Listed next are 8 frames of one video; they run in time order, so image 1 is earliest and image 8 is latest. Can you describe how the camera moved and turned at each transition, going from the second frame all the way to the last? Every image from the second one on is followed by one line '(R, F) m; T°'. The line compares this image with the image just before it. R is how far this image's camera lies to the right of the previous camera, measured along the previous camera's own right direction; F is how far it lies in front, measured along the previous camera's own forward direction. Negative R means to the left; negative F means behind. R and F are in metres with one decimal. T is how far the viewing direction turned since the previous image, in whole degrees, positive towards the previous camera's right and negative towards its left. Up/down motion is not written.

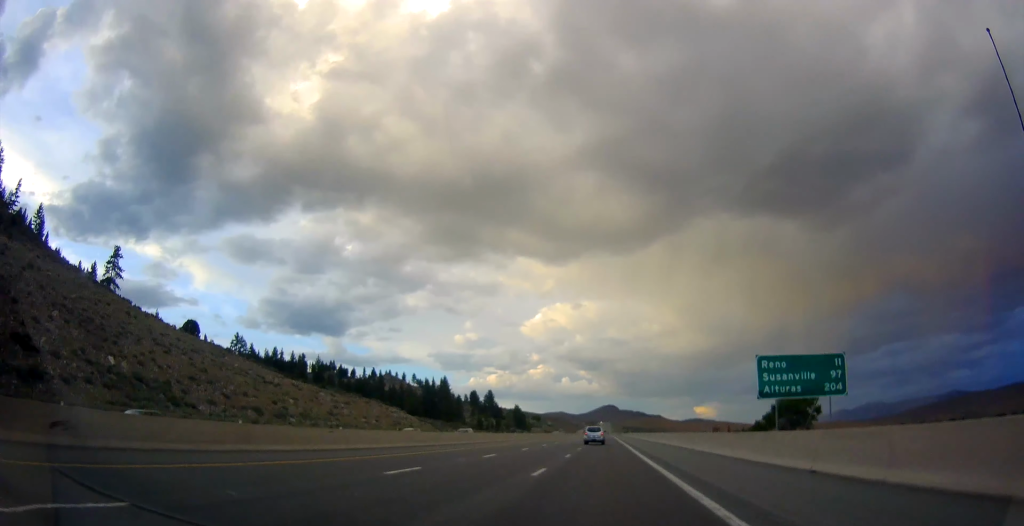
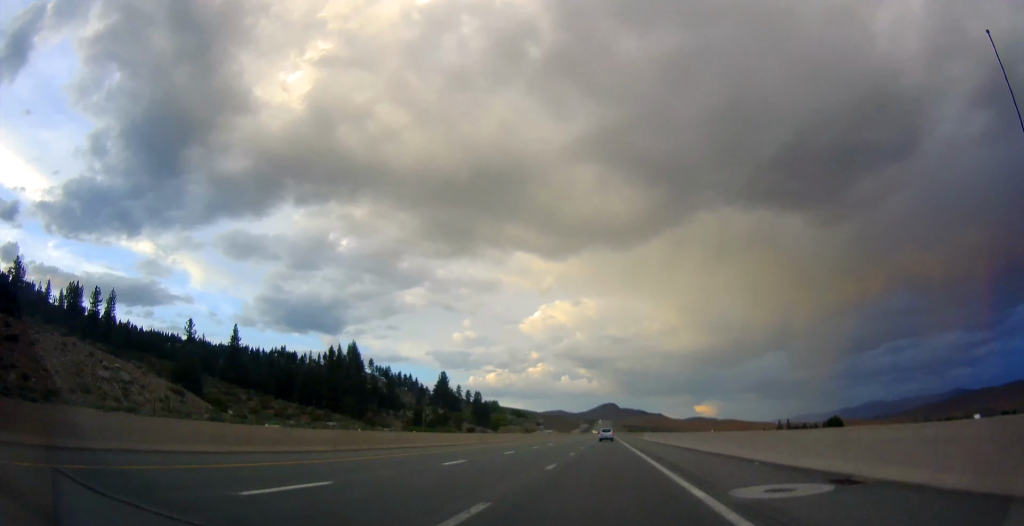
(-0.2, +119.7) m; 0°
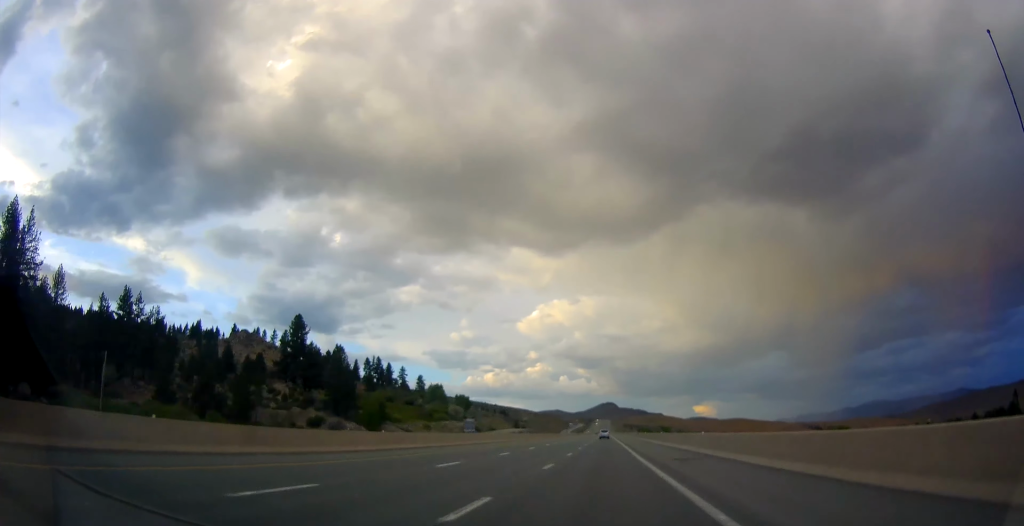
(-0.2, +152.0) m; 0°
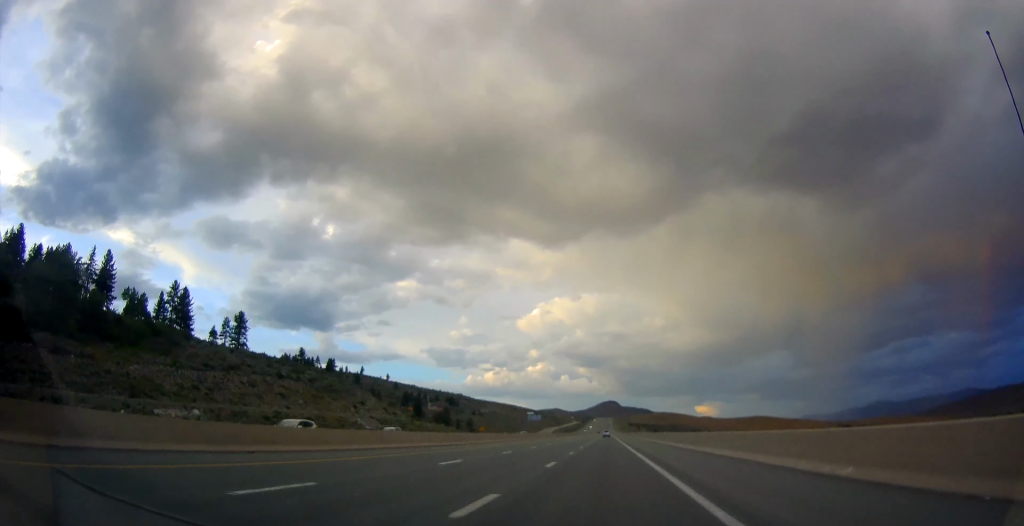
(+0.1, +247.2) m; 0°
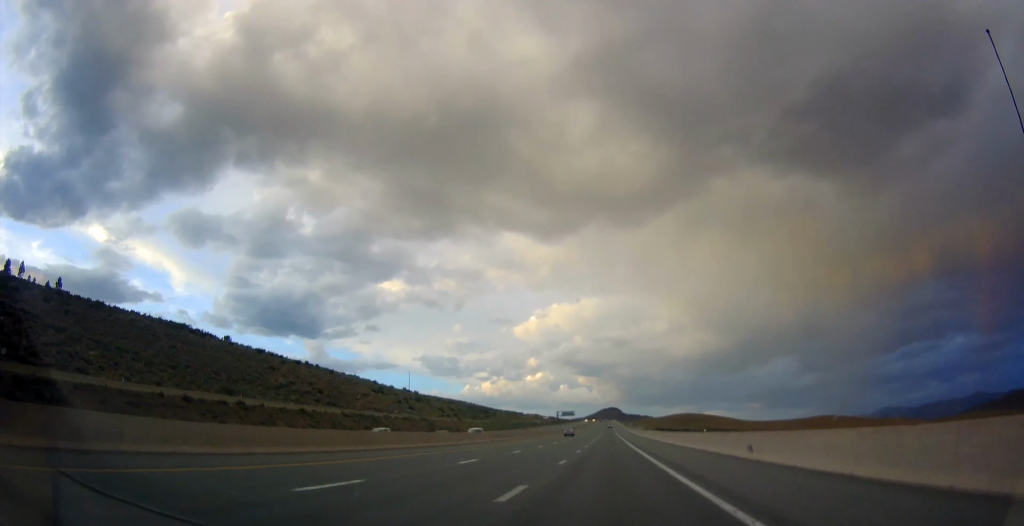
(-0.1, +508.7) m; 0°
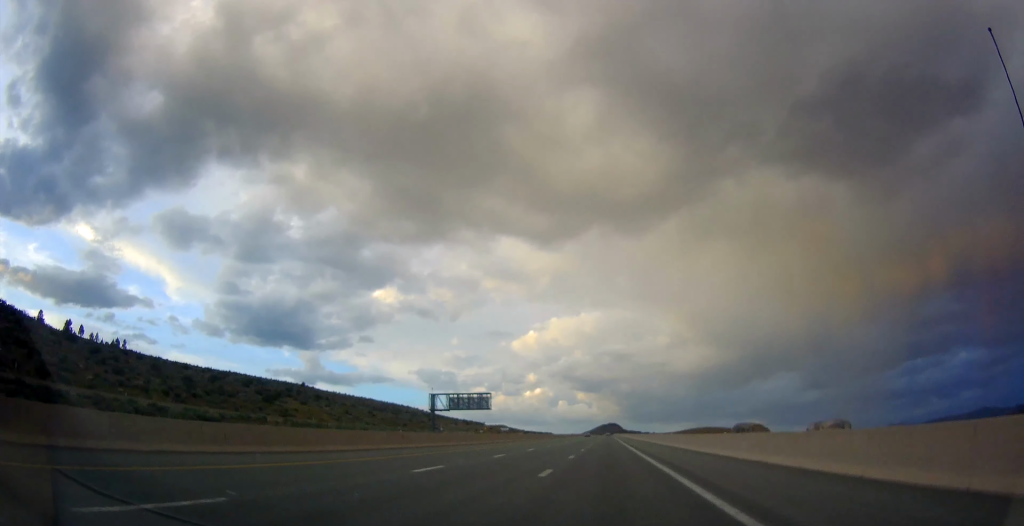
(+0.2, +264.2) m; 0°
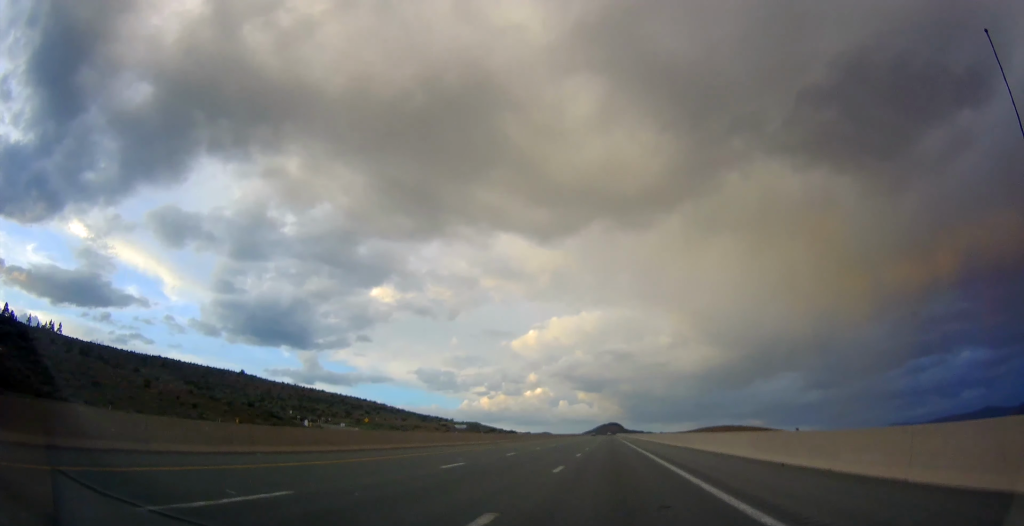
(0.0, +131.1) m; 0°
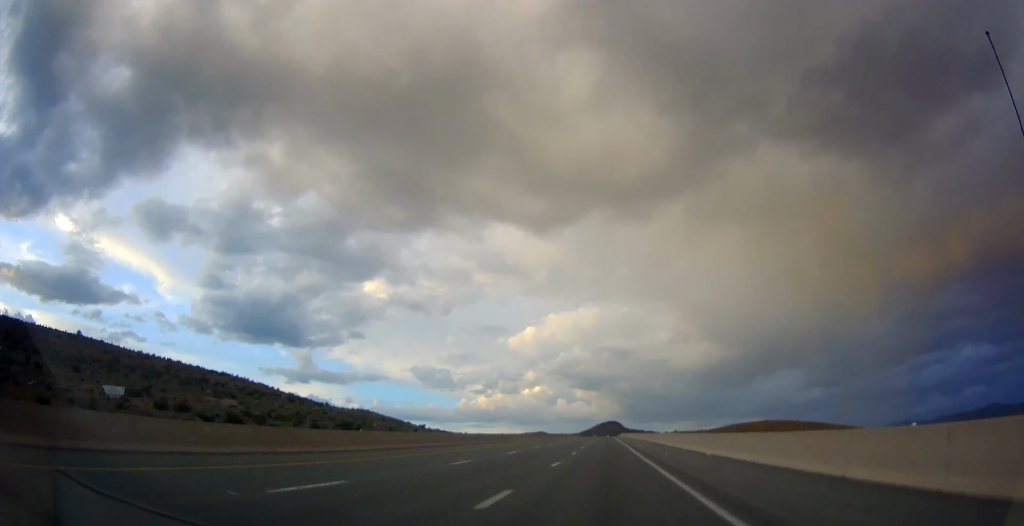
(+0.3, +229.8) m; 0°
